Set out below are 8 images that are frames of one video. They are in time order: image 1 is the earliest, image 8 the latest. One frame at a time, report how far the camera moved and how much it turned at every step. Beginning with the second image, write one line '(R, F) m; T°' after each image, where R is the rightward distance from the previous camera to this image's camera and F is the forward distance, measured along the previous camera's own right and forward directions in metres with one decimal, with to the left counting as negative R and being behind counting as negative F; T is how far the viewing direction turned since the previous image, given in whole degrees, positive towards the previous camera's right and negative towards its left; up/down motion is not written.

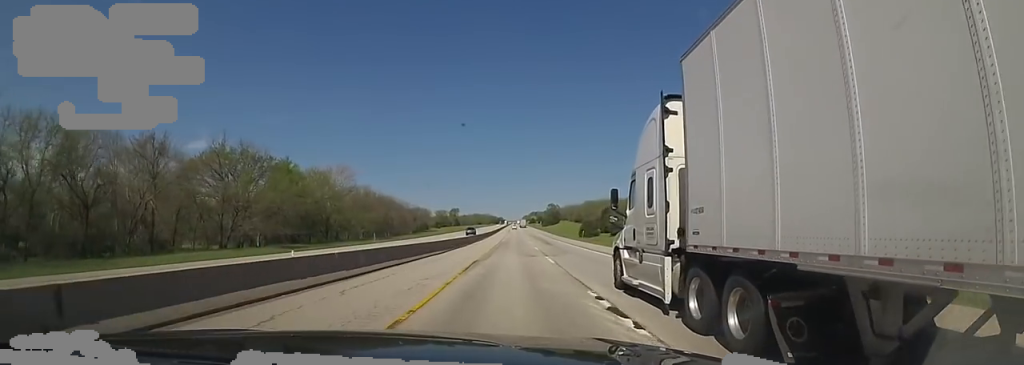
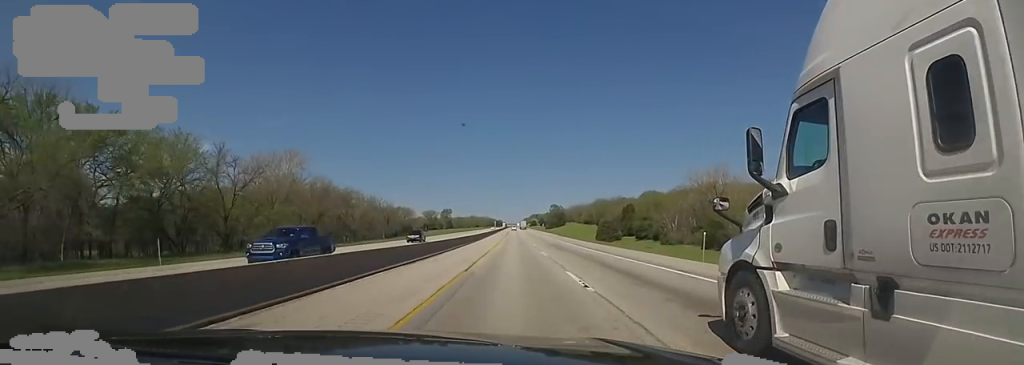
(0.0, +40.0) m; +2°
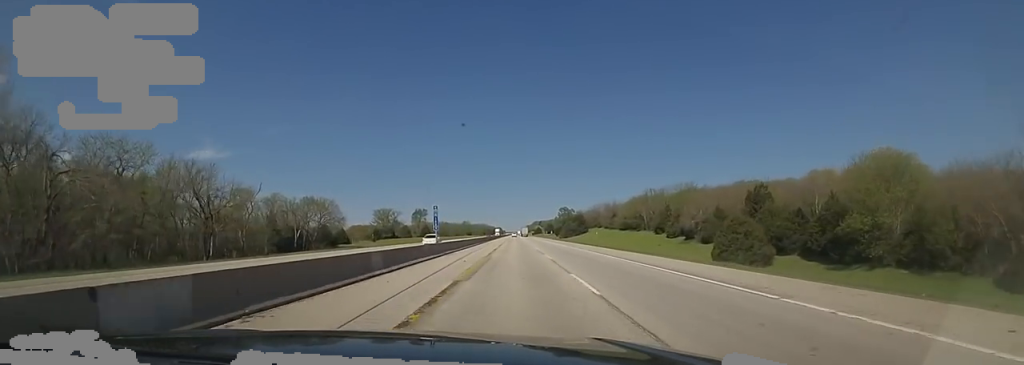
(0.0, +91.1) m; -2°
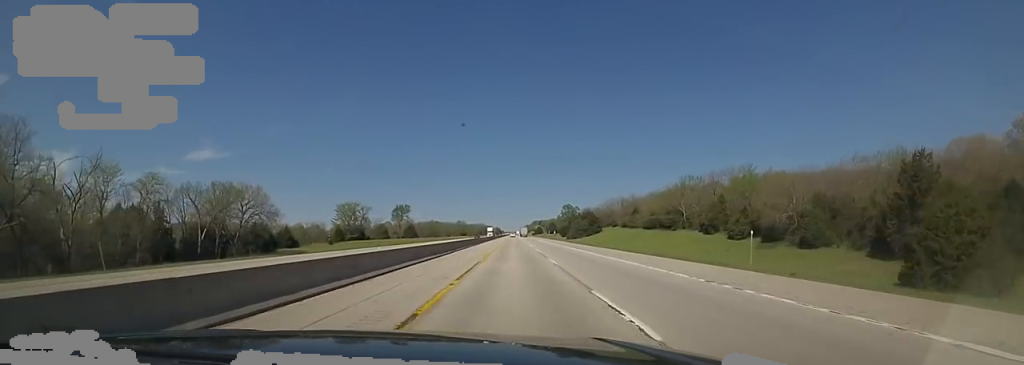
(0.0, +35.4) m; 0°
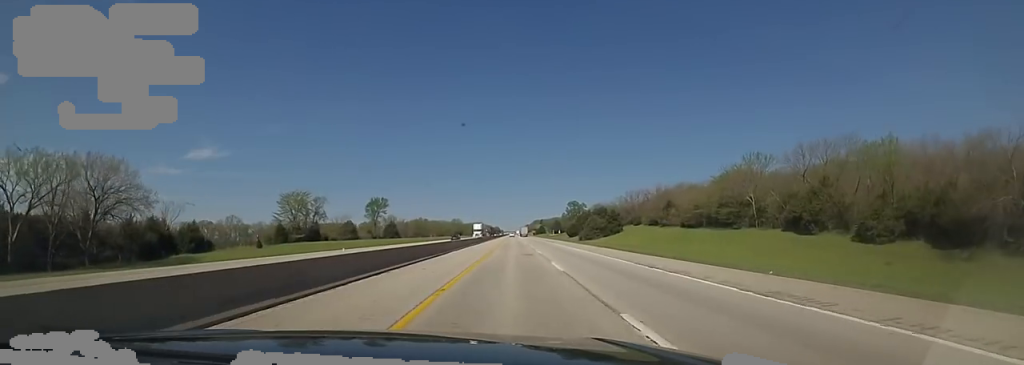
(0.0, +34.0) m; +1°
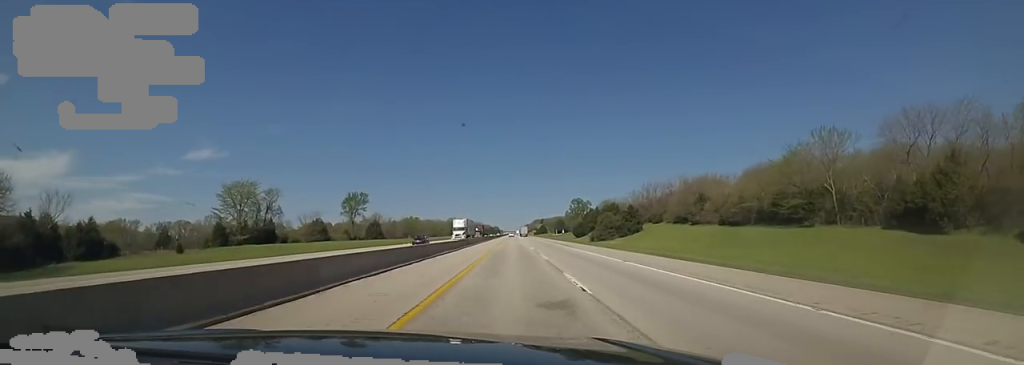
(-0.2, +21.7) m; +1°
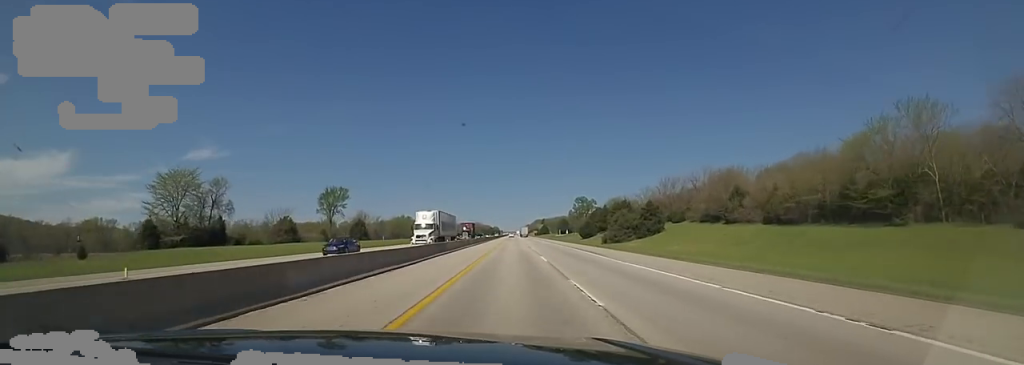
(+0.2, +16.9) m; 0°
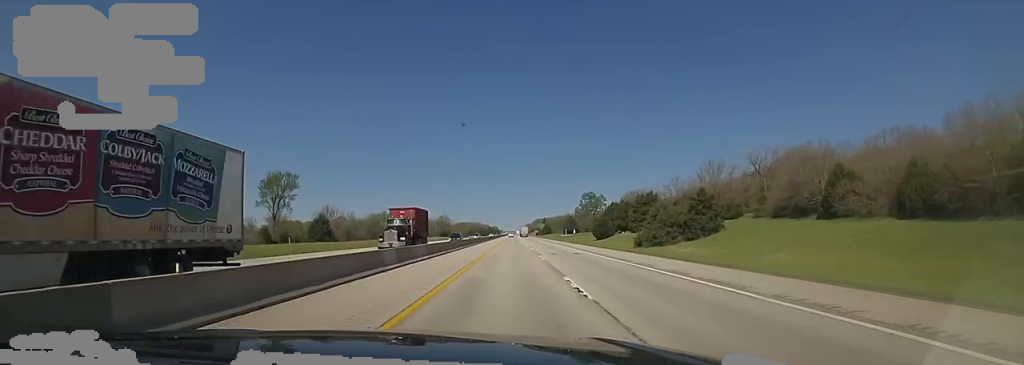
(+1.0, +28.8) m; 0°
